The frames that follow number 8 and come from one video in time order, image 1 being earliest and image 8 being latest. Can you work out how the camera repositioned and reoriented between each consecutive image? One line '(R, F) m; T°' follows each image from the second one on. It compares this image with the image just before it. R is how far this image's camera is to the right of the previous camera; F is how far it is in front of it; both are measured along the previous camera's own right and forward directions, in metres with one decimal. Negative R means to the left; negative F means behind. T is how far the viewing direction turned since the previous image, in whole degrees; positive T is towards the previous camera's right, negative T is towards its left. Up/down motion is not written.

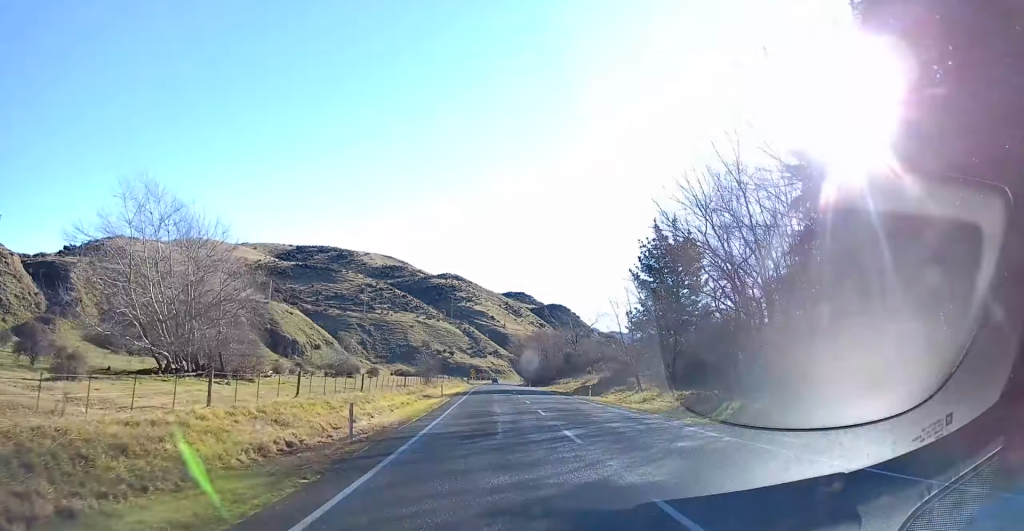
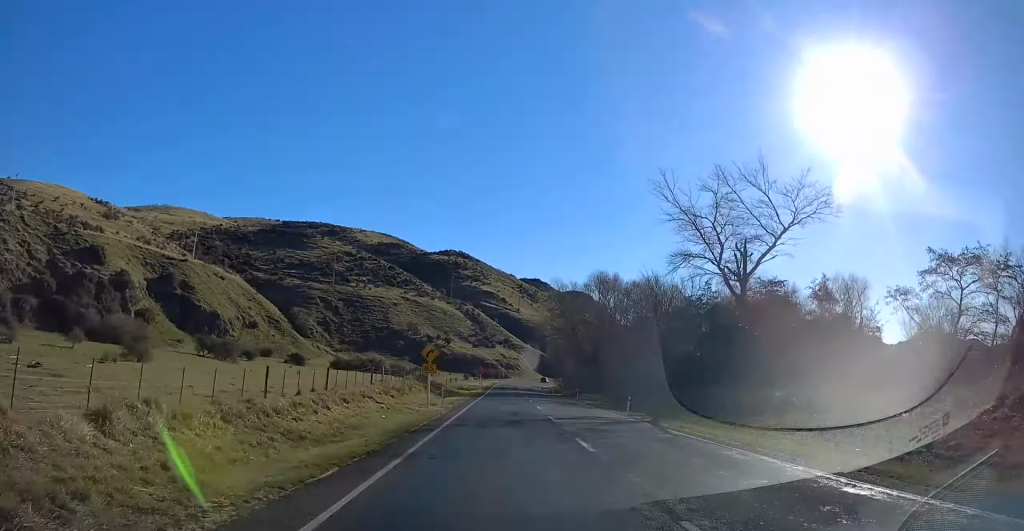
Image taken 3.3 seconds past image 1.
(-0.9, +90.0) m; 0°
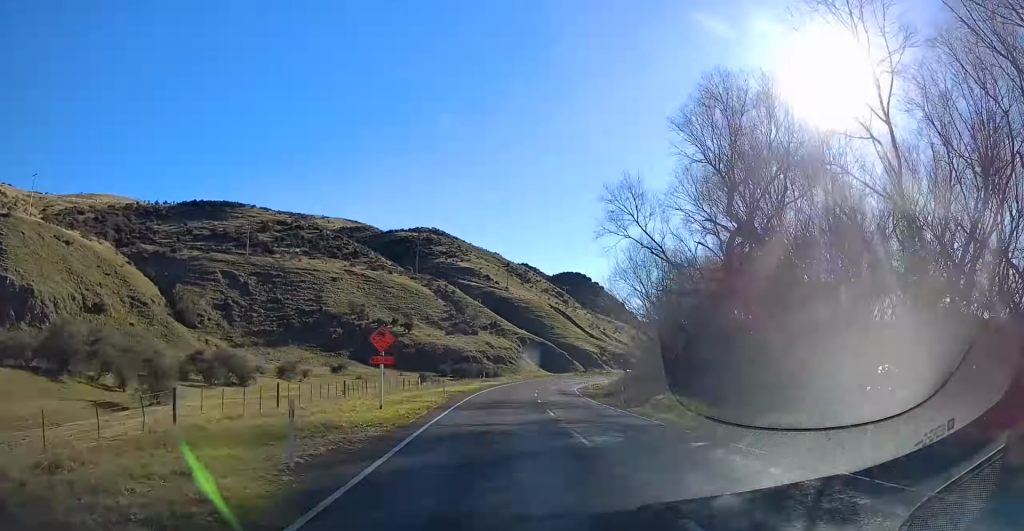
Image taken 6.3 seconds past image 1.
(-0.9, +78.8) m; +3°
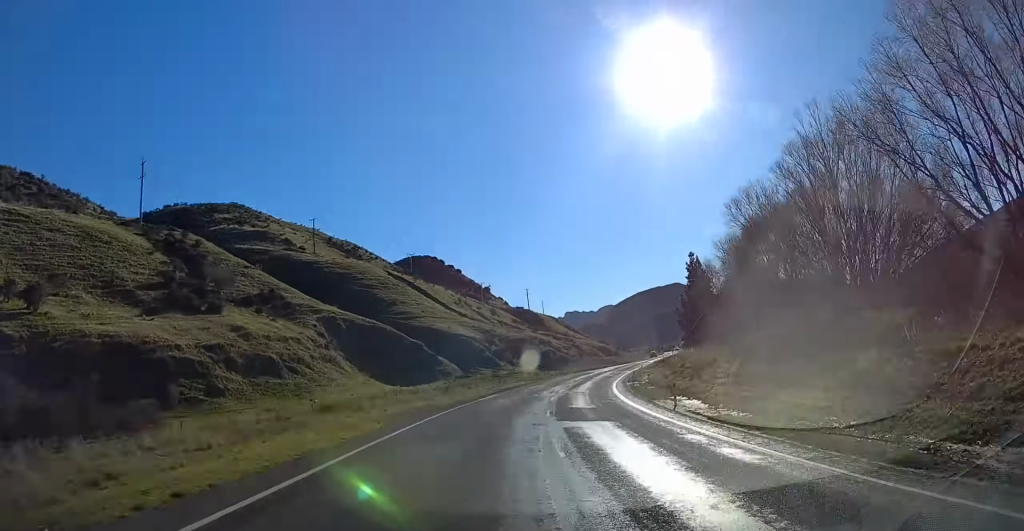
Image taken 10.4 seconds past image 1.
(+7.5, +110.3) m; +12°
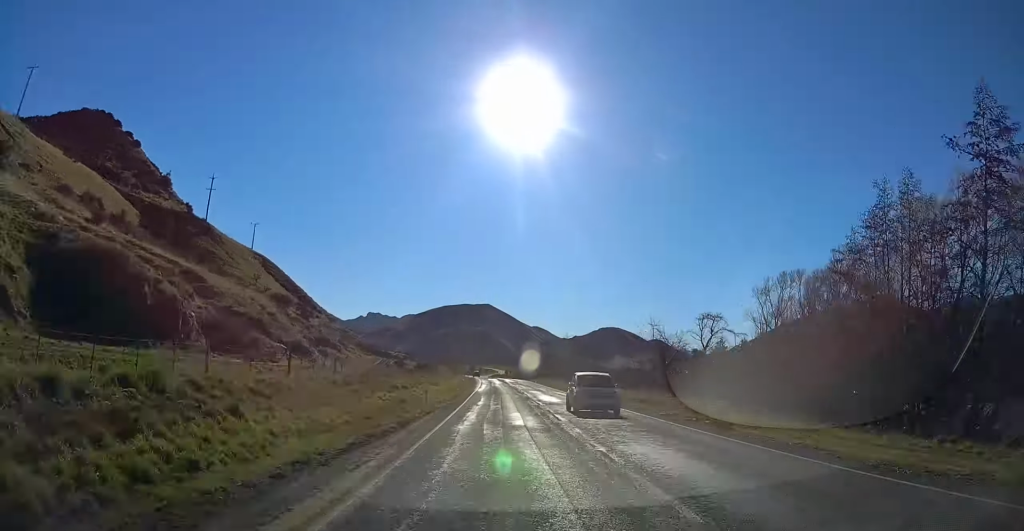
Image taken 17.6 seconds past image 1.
(+37.4, +188.8) m; +14°
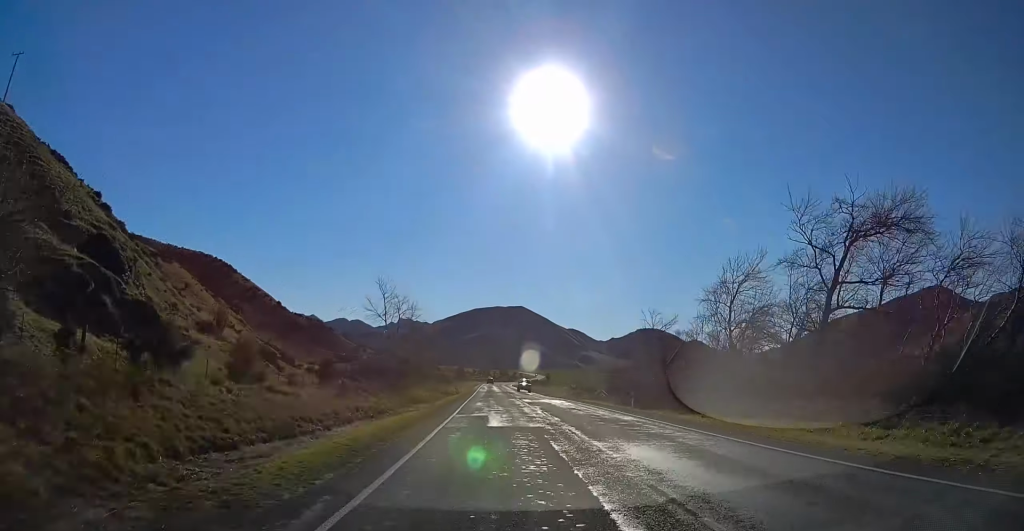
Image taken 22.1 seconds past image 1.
(0.0, +121.9) m; -2°
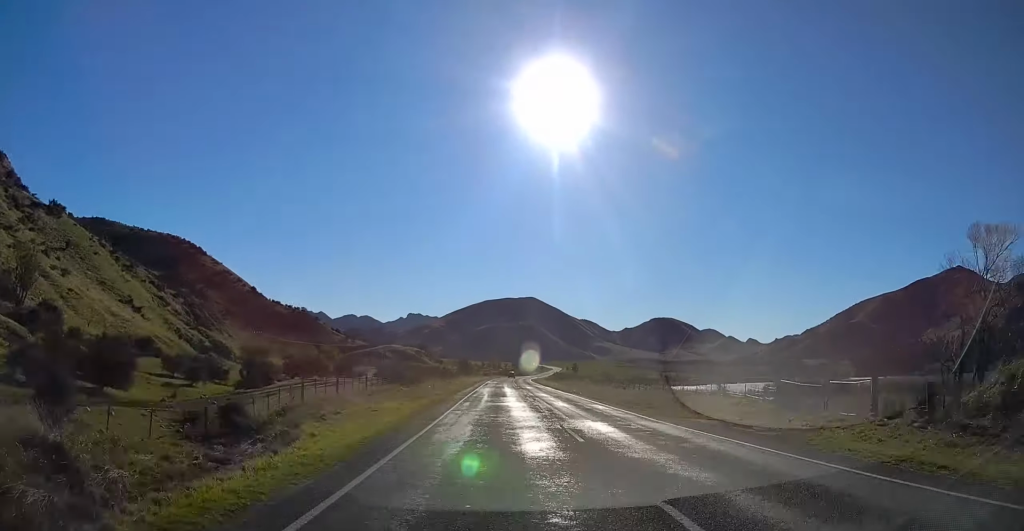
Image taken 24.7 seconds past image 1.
(-1.5, +68.4) m; -1°
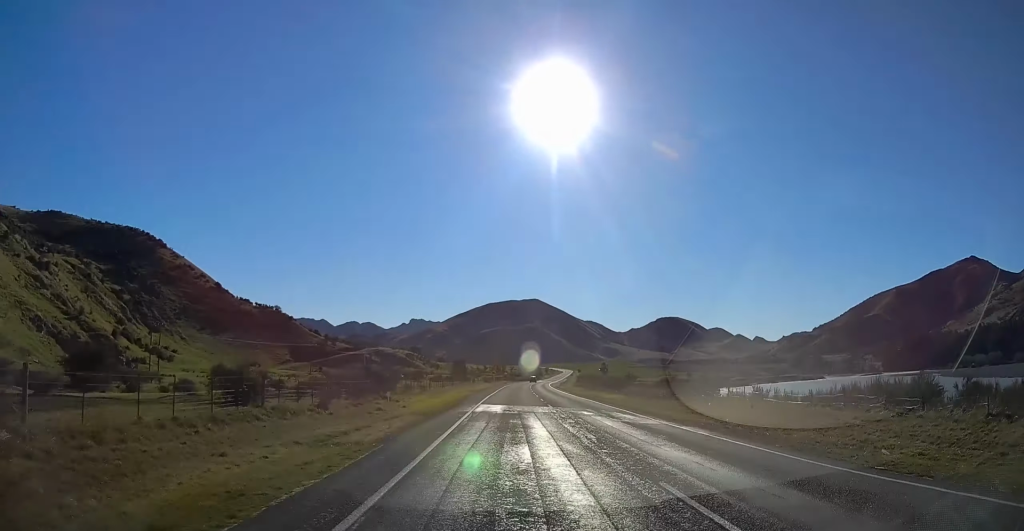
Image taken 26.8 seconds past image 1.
(-0.8, +57.5) m; 0°
